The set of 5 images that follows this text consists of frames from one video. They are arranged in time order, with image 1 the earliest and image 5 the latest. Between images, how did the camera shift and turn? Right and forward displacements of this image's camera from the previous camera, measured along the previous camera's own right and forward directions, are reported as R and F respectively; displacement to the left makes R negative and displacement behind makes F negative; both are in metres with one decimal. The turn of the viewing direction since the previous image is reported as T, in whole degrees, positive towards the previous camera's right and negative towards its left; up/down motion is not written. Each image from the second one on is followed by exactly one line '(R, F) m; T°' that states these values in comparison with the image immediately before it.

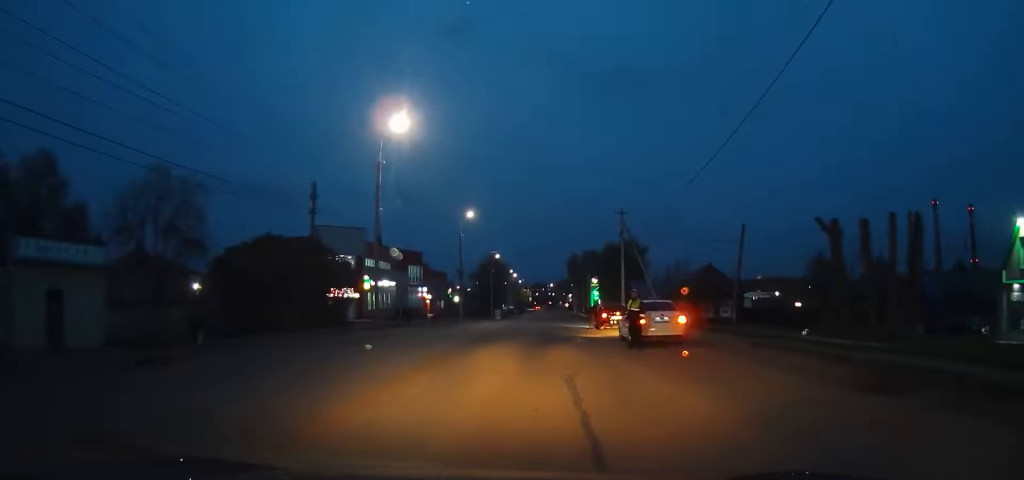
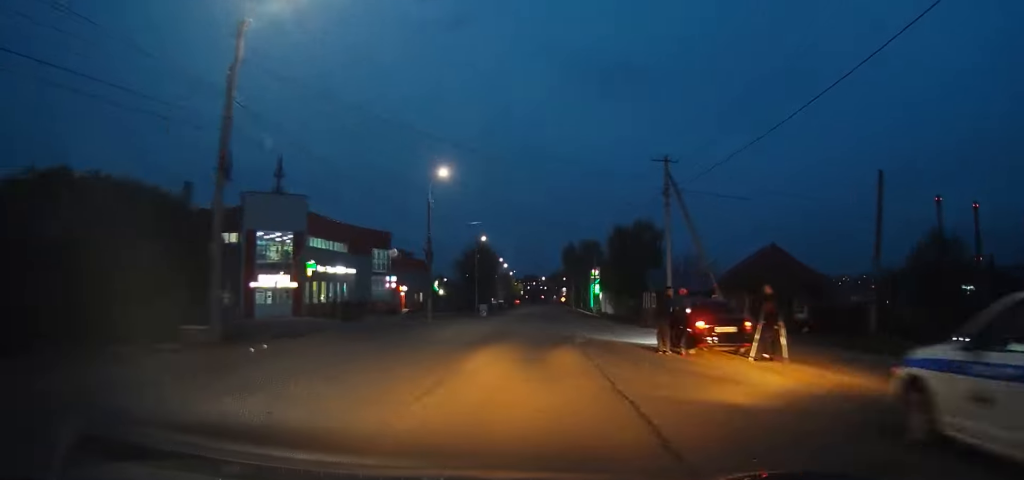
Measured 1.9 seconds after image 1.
(0.0, +18.2) m; 0°
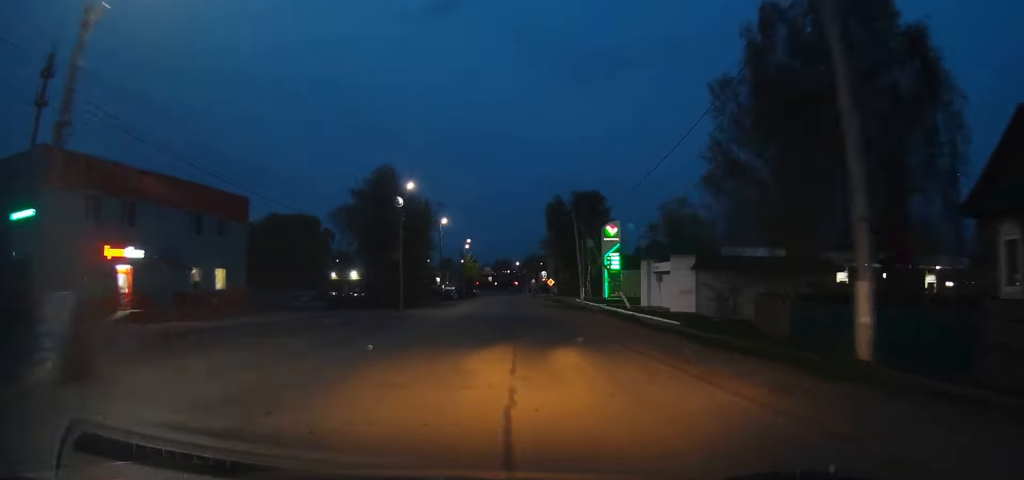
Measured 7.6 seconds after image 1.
(-0.2, +64.5) m; 0°
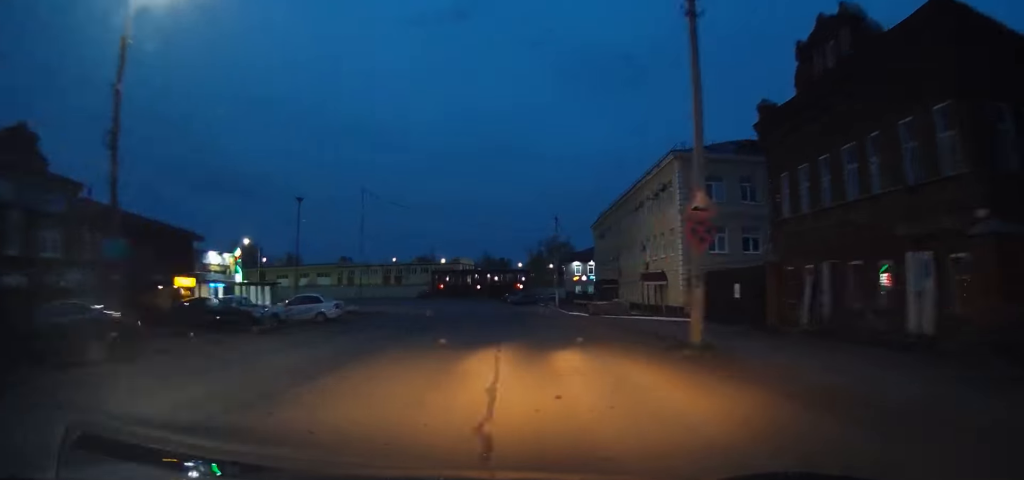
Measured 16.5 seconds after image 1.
(+0.5, +112.1) m; -3°
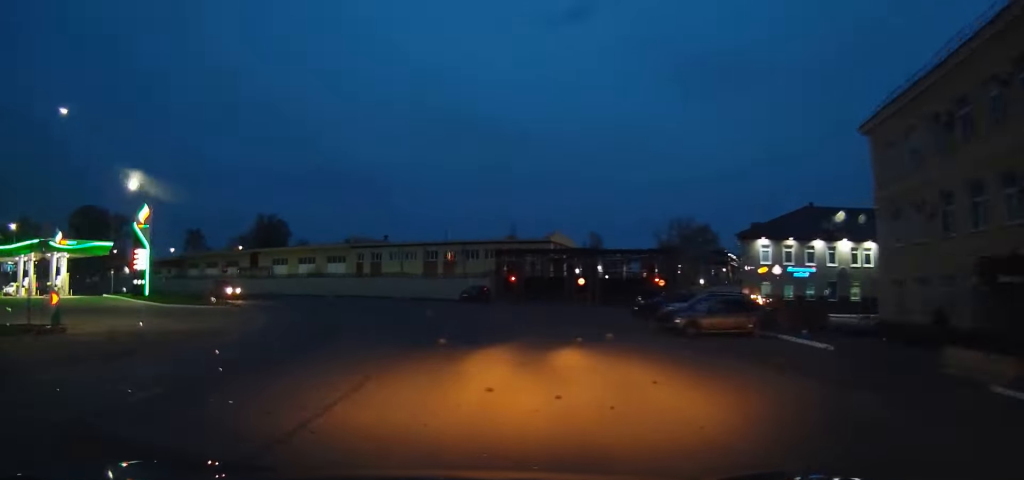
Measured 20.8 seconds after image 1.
(-2.7, +52.0) m; -19°
